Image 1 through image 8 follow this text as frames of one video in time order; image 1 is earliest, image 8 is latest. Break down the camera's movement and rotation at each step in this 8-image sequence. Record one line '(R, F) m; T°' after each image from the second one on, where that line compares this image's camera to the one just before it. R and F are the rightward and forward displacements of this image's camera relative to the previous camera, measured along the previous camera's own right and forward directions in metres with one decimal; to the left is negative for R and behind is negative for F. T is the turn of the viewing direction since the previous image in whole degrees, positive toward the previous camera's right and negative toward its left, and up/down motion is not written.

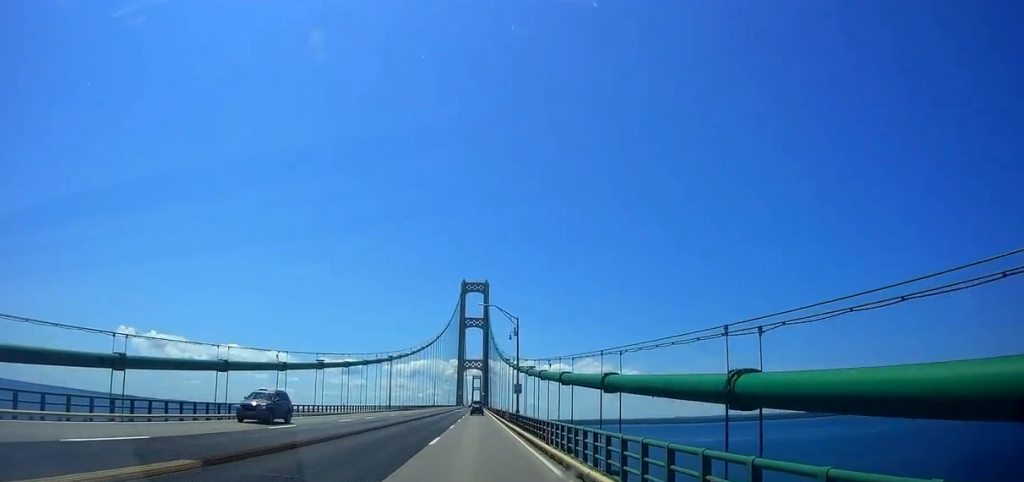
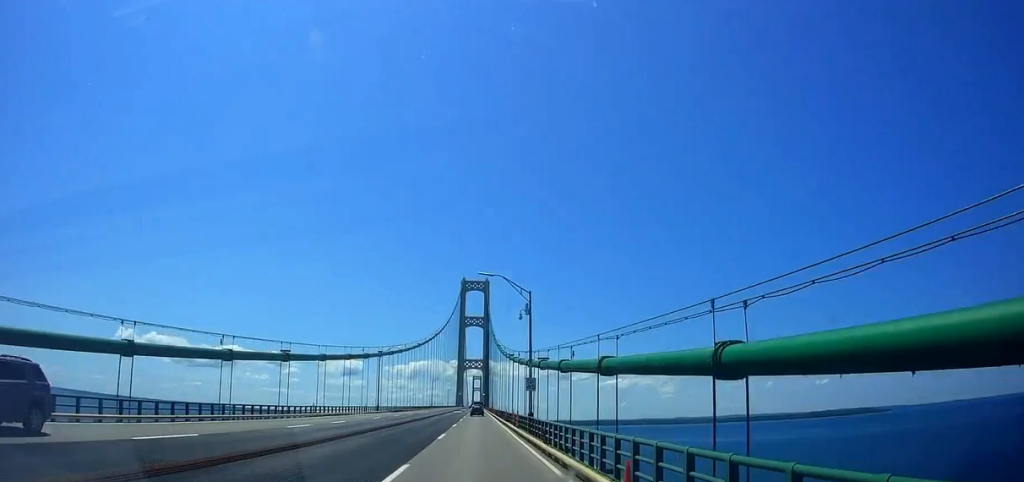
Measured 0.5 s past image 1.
(0.0, +11.3) m; -1°
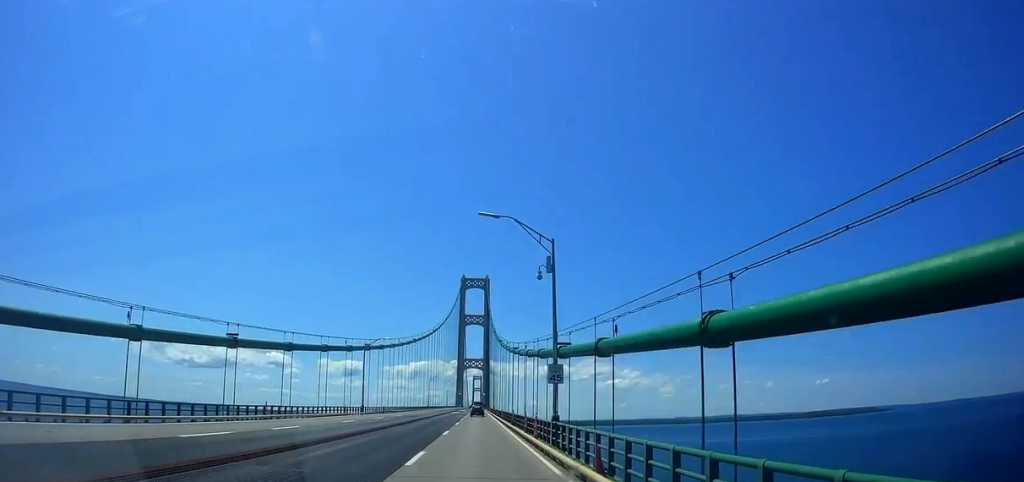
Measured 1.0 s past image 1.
(-0.3, +11.2) m; 0°
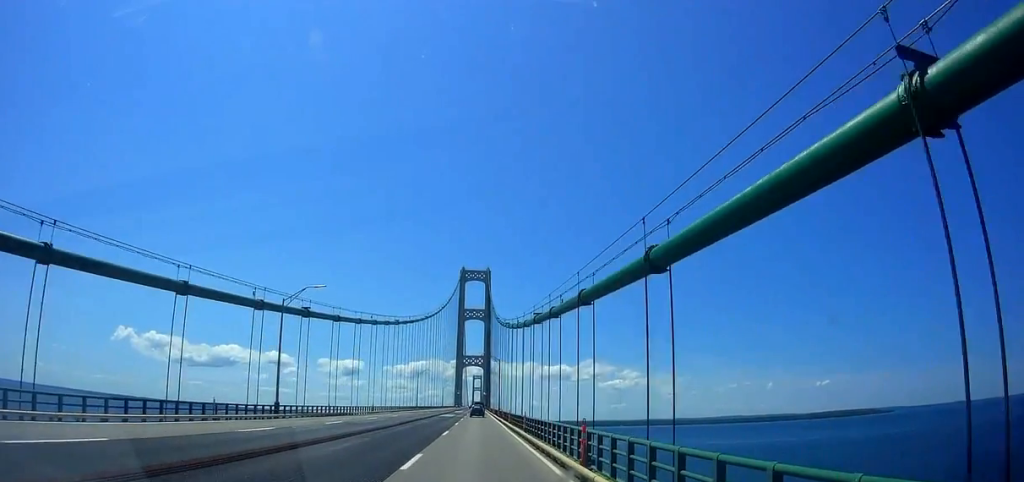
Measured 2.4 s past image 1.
(+0.4, +31.1) m; +2°
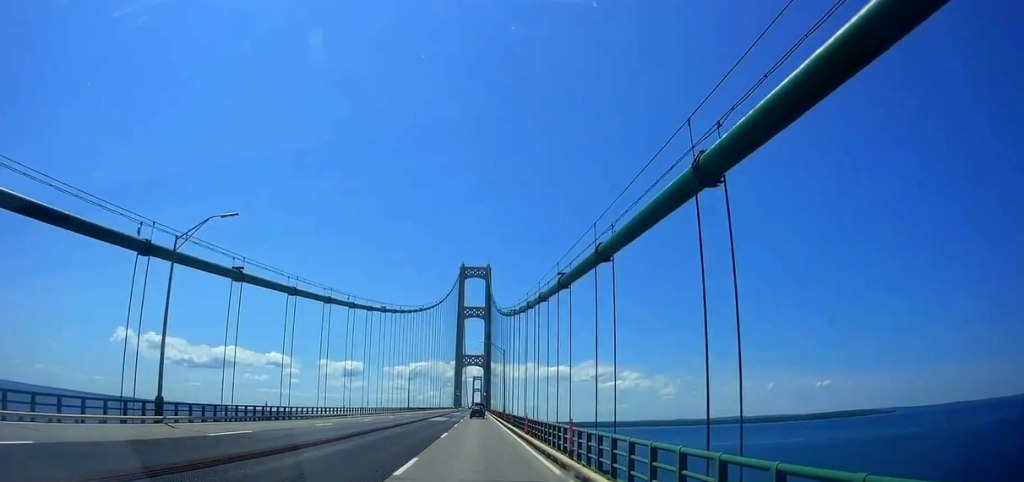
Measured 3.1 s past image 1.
(0.0, +16.2) m; 0°
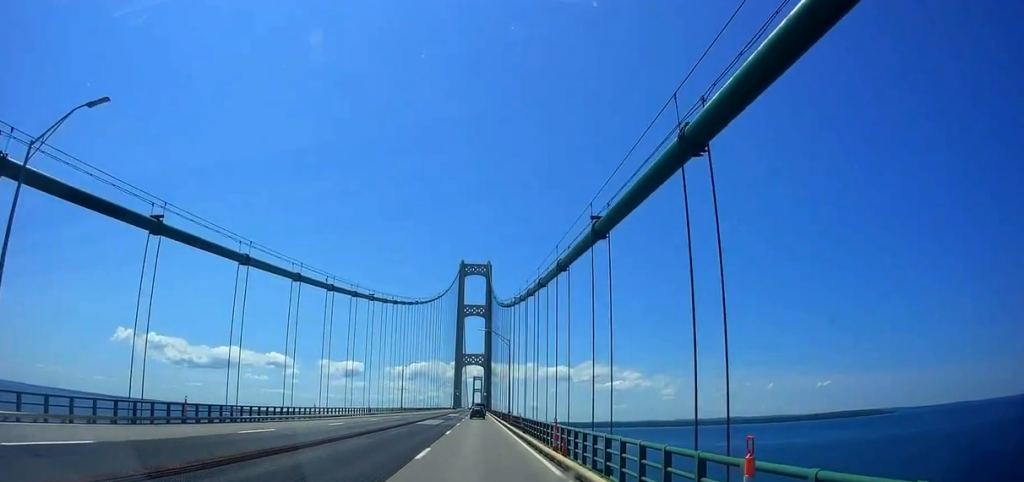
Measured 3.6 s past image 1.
(0.0, +11.1) m; 0°
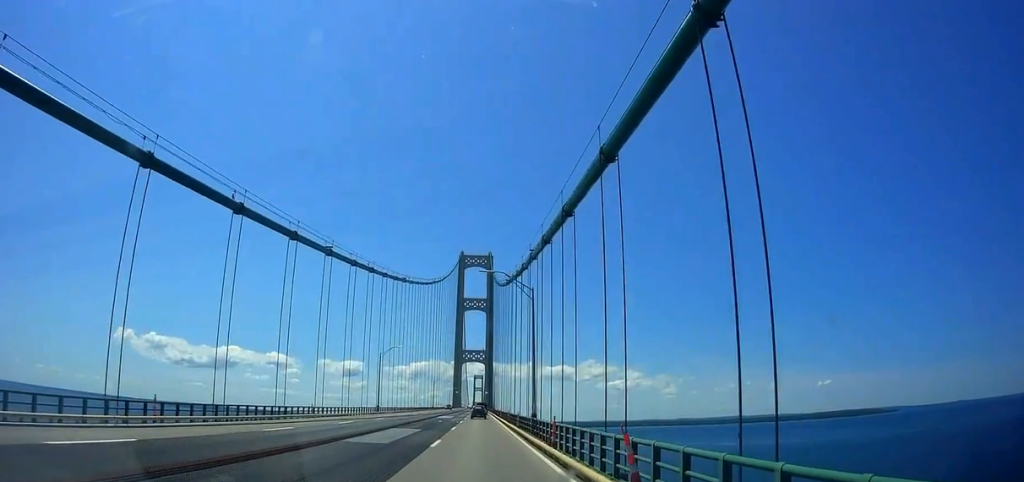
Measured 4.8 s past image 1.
(-0.3, +25.7) m; -1°
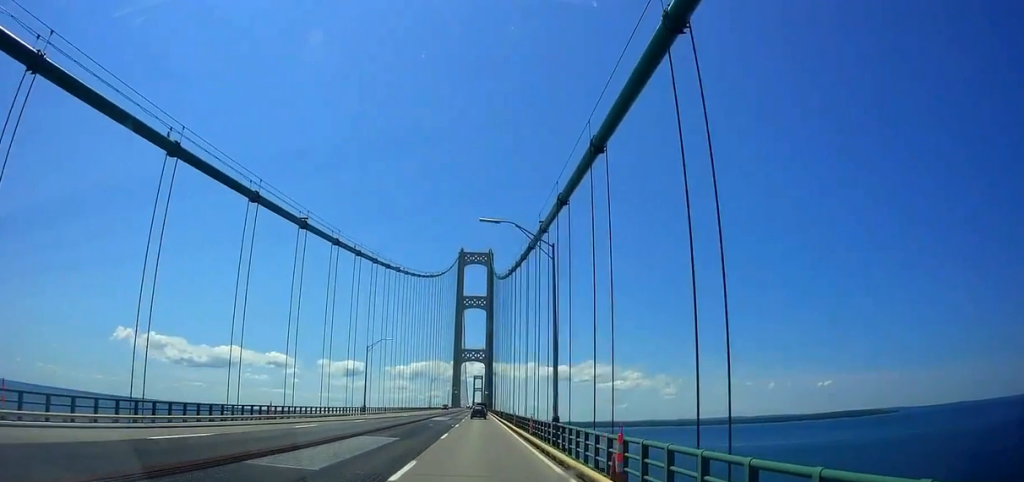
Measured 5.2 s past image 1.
(-0.2, +9.5) m; 0°
